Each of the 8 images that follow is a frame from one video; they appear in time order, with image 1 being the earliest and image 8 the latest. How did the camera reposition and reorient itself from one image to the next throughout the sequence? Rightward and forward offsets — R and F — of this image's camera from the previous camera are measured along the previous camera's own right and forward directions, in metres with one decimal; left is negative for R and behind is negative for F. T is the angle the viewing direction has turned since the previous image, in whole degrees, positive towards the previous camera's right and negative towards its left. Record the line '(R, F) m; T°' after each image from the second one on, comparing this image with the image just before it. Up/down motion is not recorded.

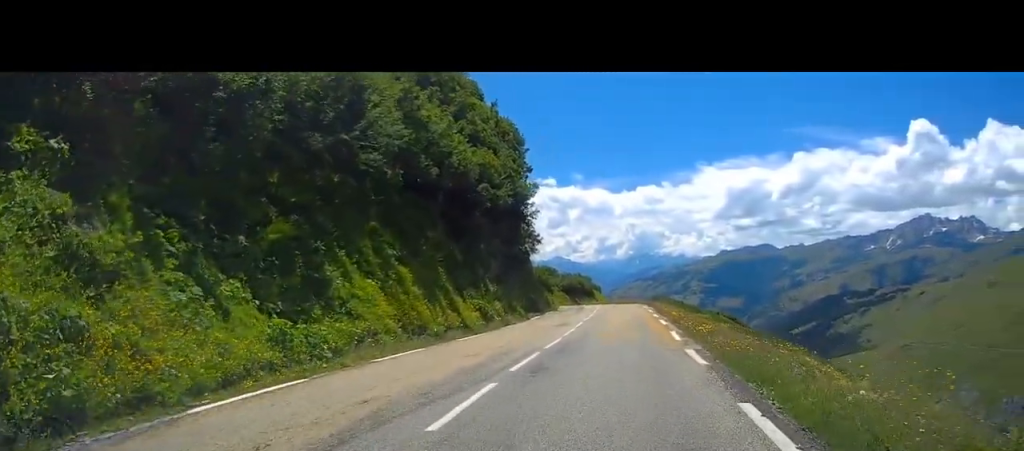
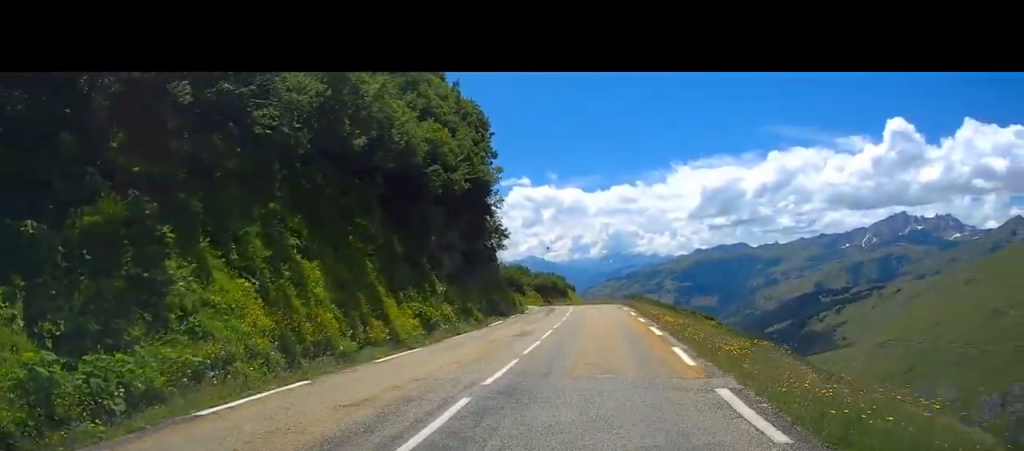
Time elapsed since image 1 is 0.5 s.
(+0.1, +5.4) m; +1°
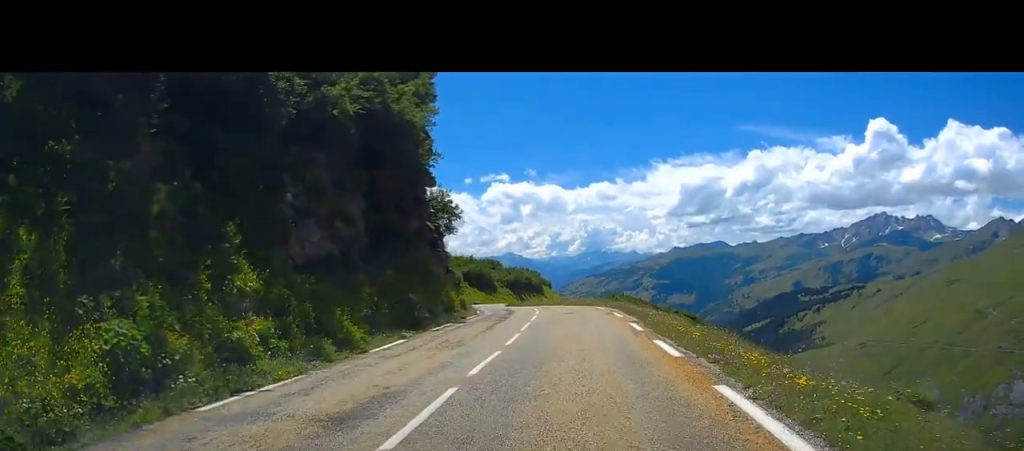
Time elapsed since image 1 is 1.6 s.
(+0.5, +12.5) m; +2°
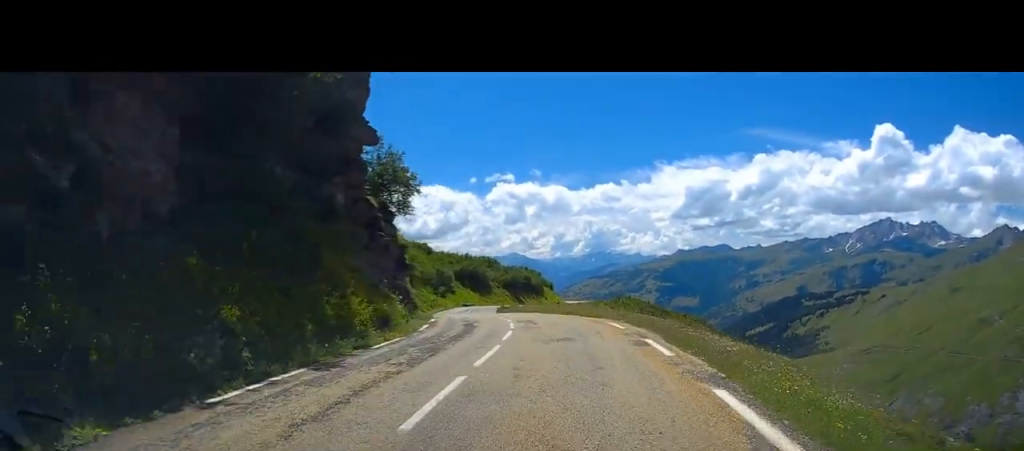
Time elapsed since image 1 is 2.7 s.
(0.0, +12.0) m; 0°
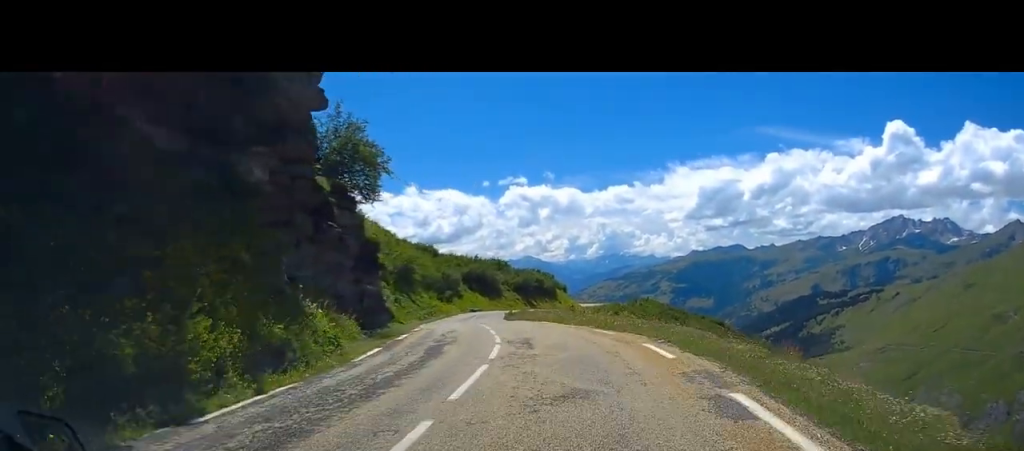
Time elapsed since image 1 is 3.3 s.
(0.0, +7.2) m; -1°
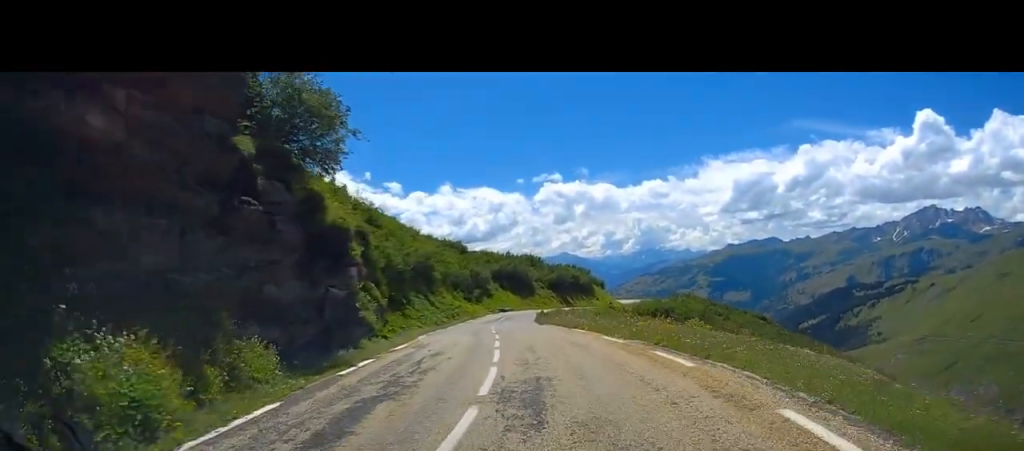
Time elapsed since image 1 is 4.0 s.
(+0.1, +7.8) m; -8°
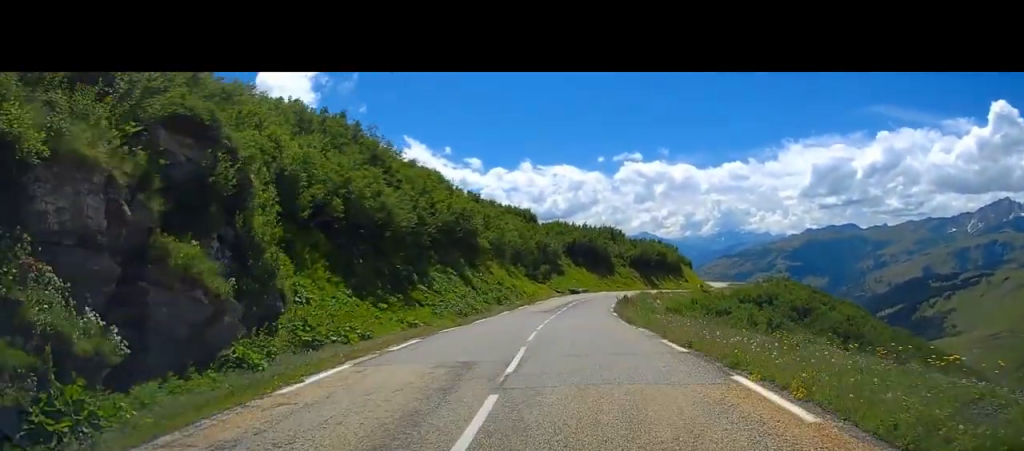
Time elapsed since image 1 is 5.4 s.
(-2.2, +16.2) m; +2°
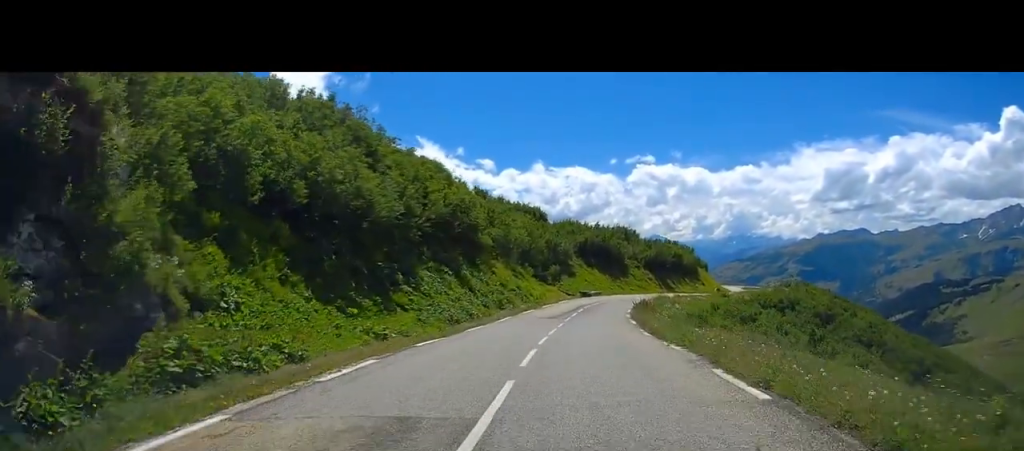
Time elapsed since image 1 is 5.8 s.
(+1.3, +5.3) m; +3°
